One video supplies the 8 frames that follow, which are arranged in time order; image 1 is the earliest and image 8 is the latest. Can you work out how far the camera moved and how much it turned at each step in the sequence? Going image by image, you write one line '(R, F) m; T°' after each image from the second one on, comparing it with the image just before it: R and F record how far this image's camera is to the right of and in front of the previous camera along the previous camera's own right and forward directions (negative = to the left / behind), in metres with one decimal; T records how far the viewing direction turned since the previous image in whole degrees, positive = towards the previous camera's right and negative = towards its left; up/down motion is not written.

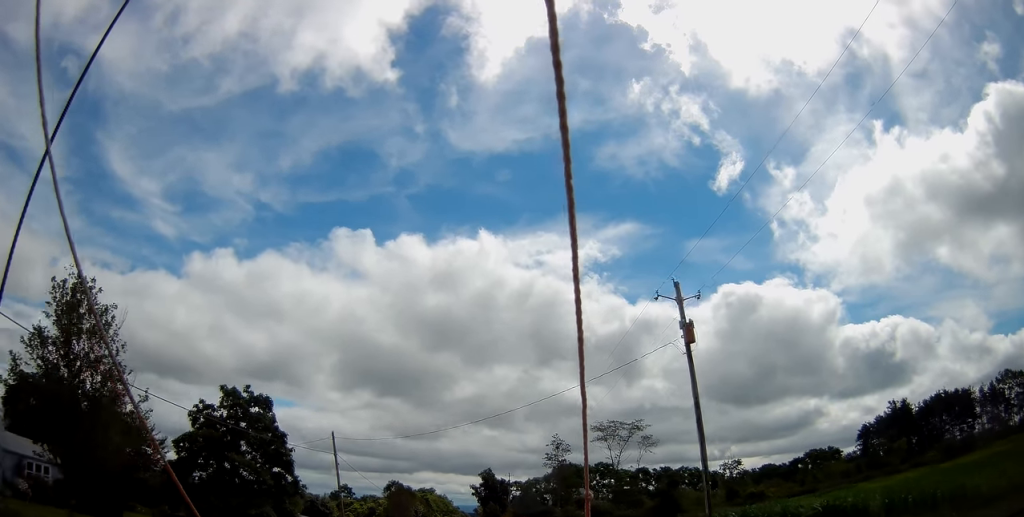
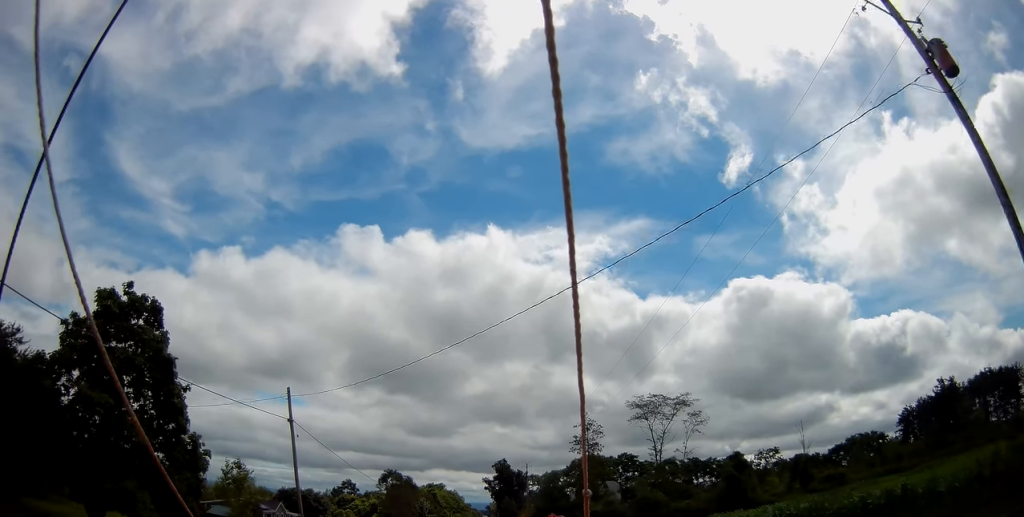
(-0.3, +15.2) m; -1°
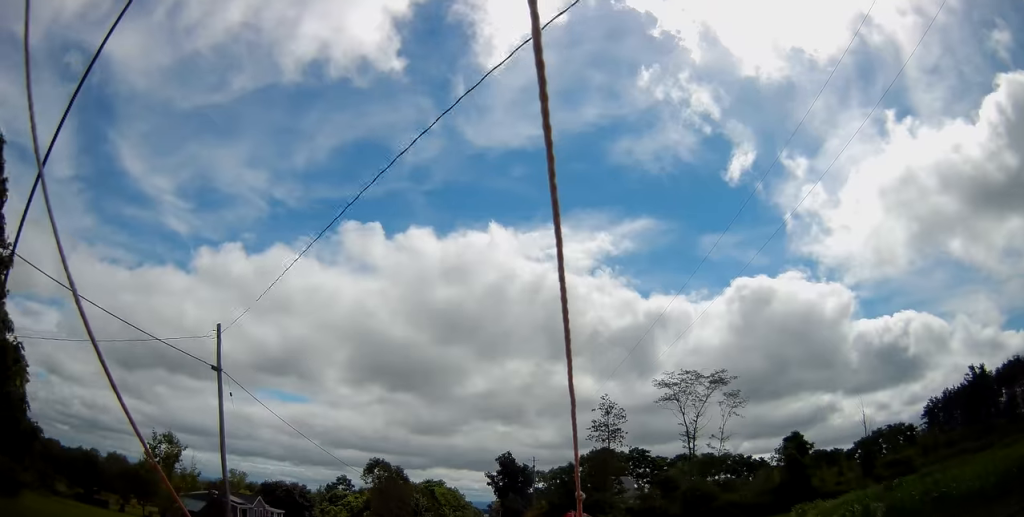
(0.0, +10.7) m; 0°
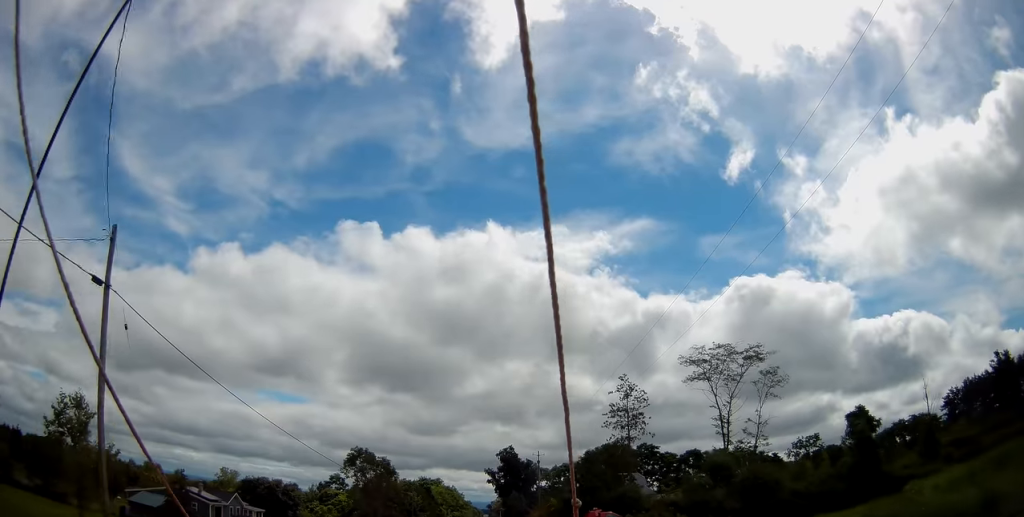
(0.0, +8.9) m; 0°
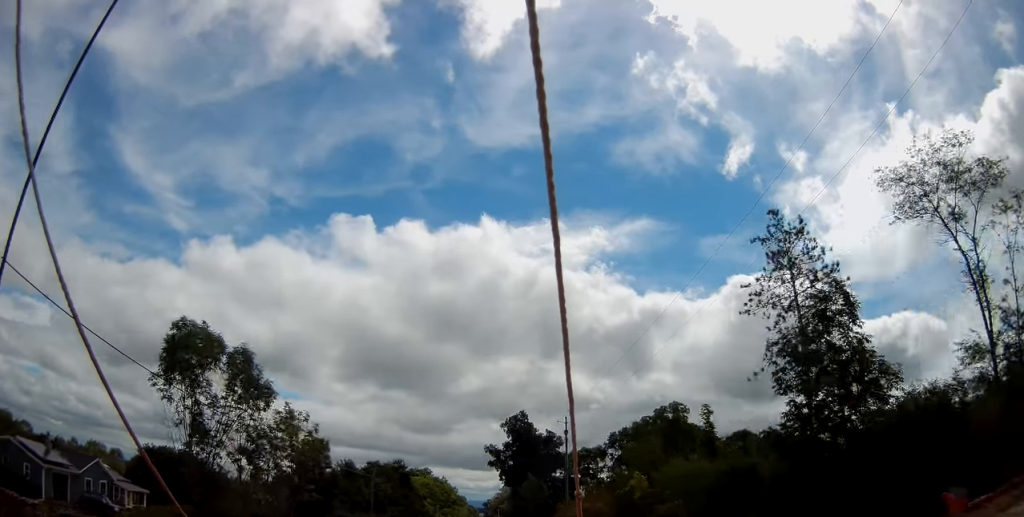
(+0.1, +32.2) m; 0°
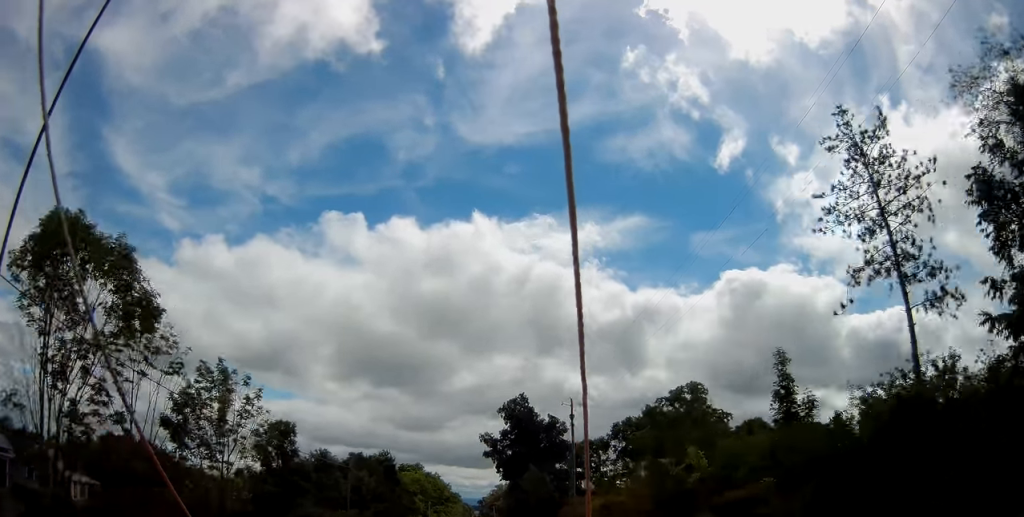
(0.0, +8.0) m; 0°
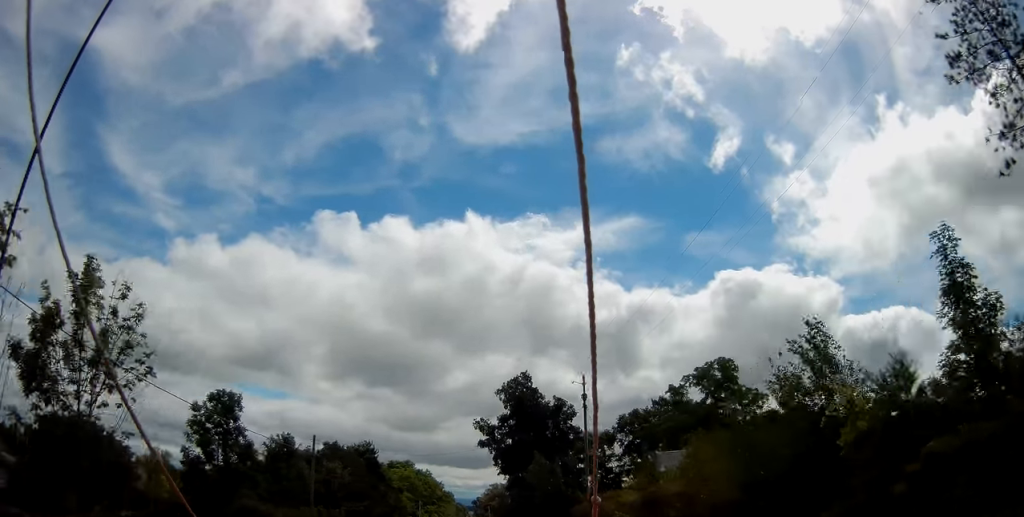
(0.0, +9.3) m; 0°
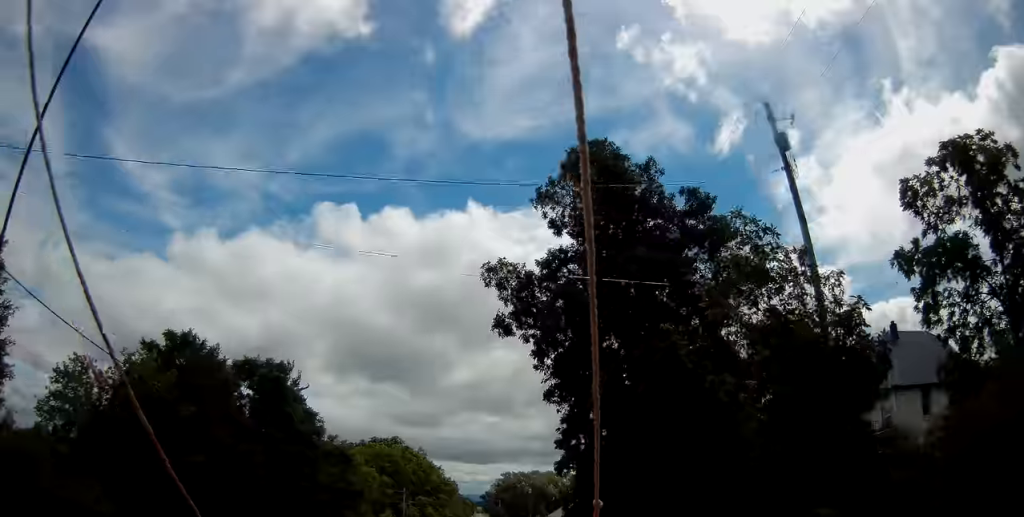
(+0.1, +32.9) m; 0°
